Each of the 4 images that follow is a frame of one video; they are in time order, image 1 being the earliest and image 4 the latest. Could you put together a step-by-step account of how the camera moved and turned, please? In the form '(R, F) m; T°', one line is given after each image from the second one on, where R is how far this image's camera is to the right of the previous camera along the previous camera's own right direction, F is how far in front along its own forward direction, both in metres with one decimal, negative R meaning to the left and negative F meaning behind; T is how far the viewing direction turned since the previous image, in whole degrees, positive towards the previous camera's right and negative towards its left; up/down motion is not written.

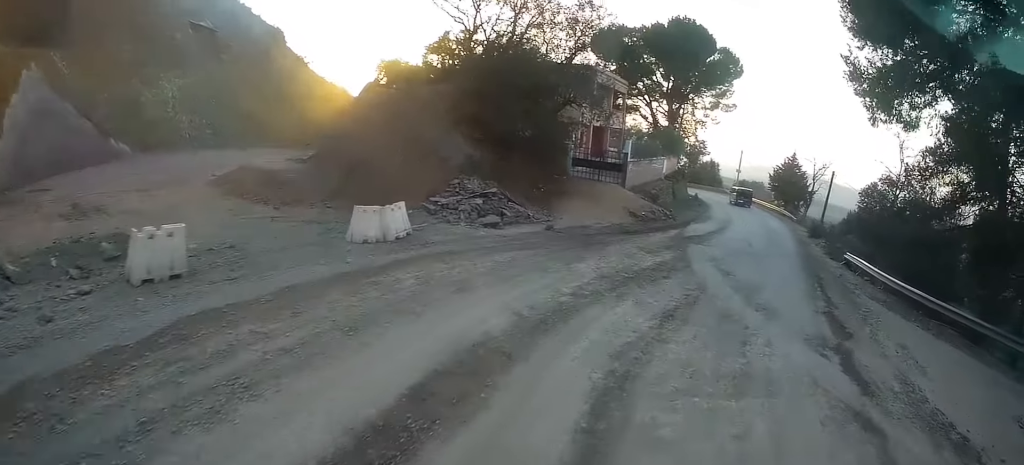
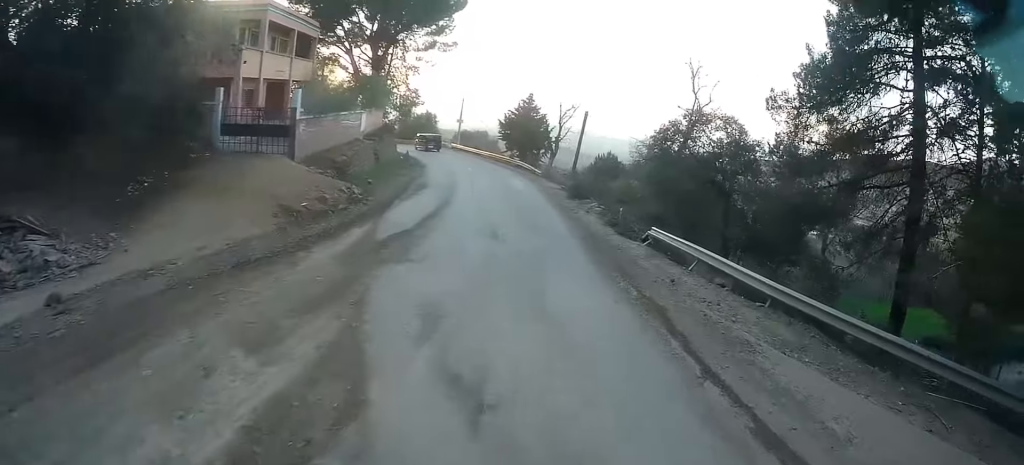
(+0.8, +10.1) m; +5°
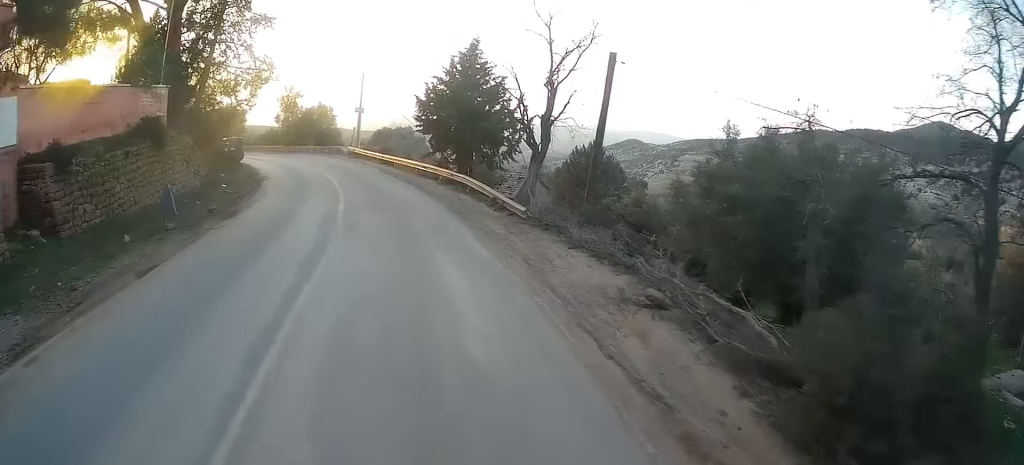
(+5.3, +25.0) m; +14°
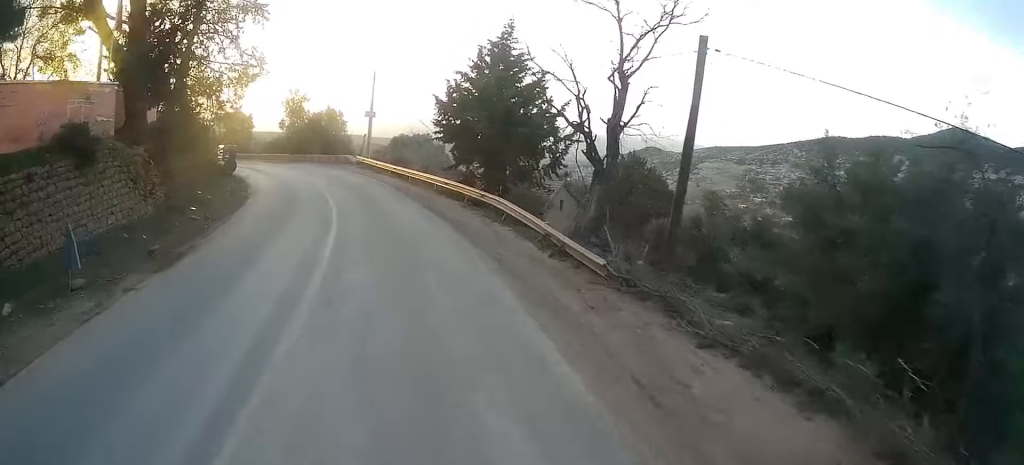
(-0.3, +5.9) m; -4°
